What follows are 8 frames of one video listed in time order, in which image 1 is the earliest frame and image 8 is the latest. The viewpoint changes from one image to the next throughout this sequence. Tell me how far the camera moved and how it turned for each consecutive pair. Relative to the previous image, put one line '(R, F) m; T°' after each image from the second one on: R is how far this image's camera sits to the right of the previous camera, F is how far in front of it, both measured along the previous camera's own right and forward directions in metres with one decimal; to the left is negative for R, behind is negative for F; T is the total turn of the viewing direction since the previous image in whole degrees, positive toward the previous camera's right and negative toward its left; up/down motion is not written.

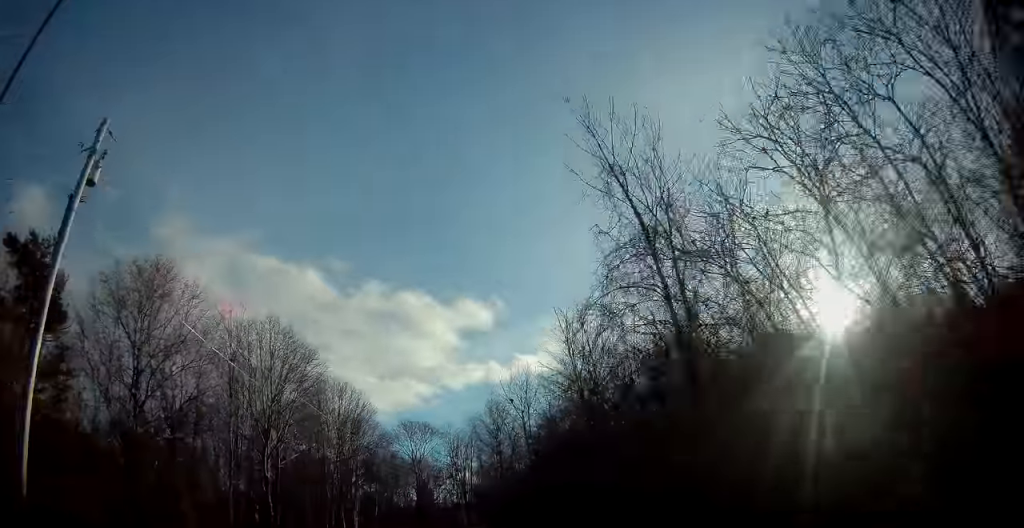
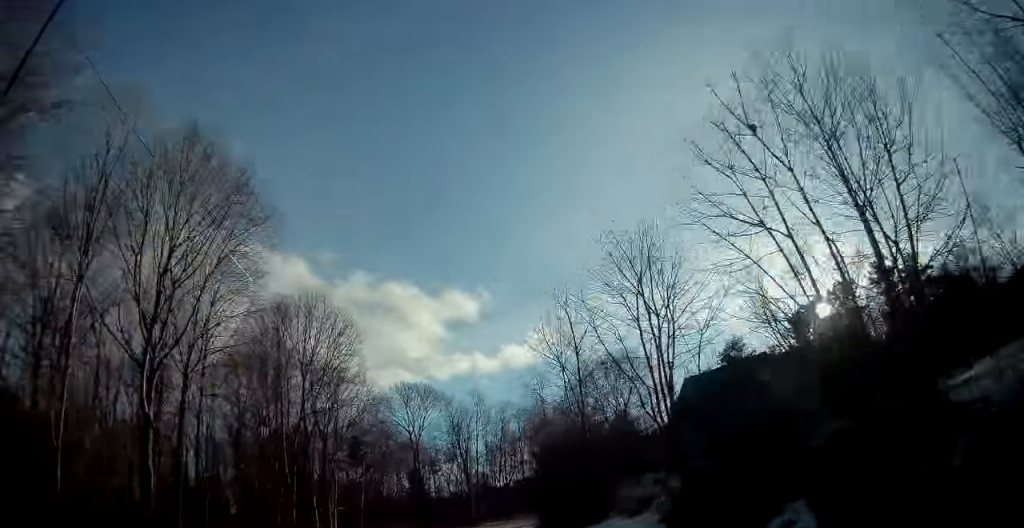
(+0.3, +18.3) m; +2°
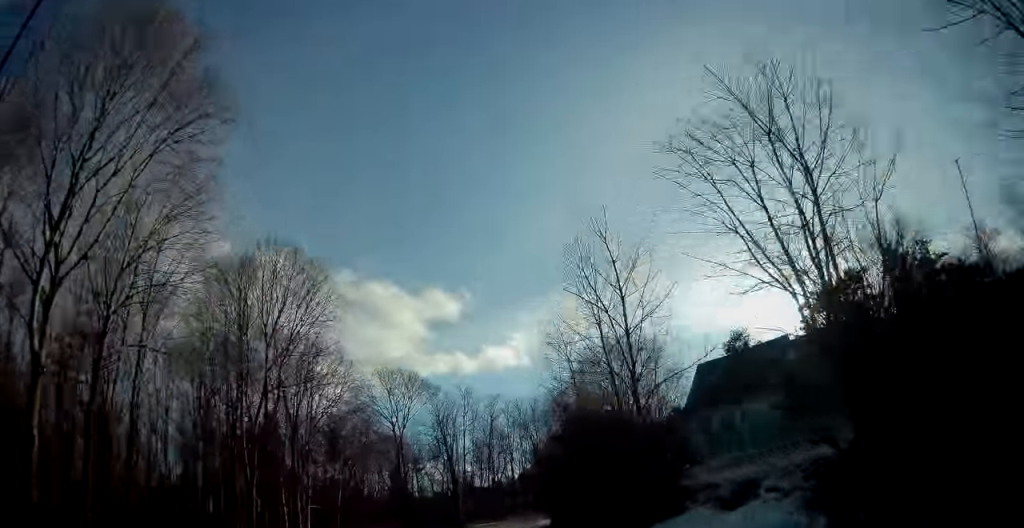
(0.0, +6.0) m; +2°
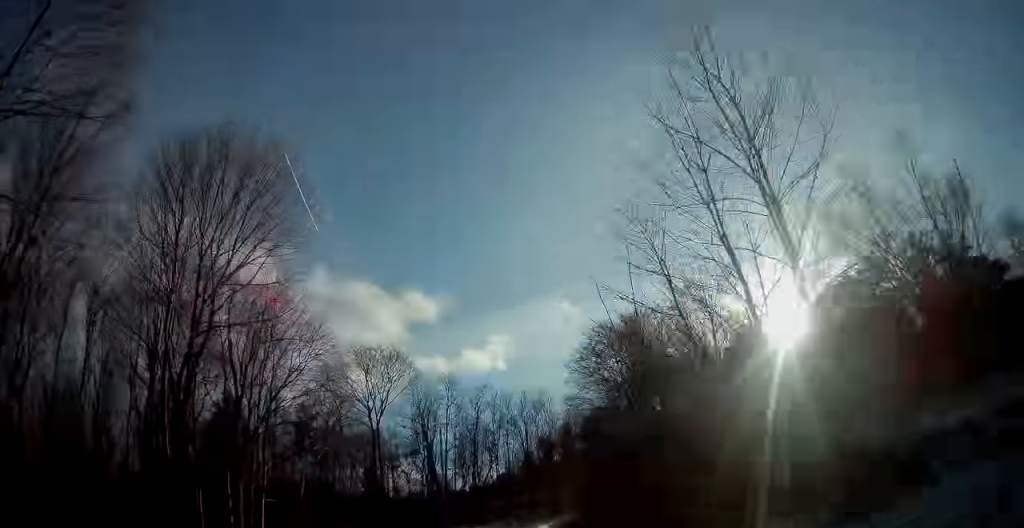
(-0.1, +7.8) m; +3°
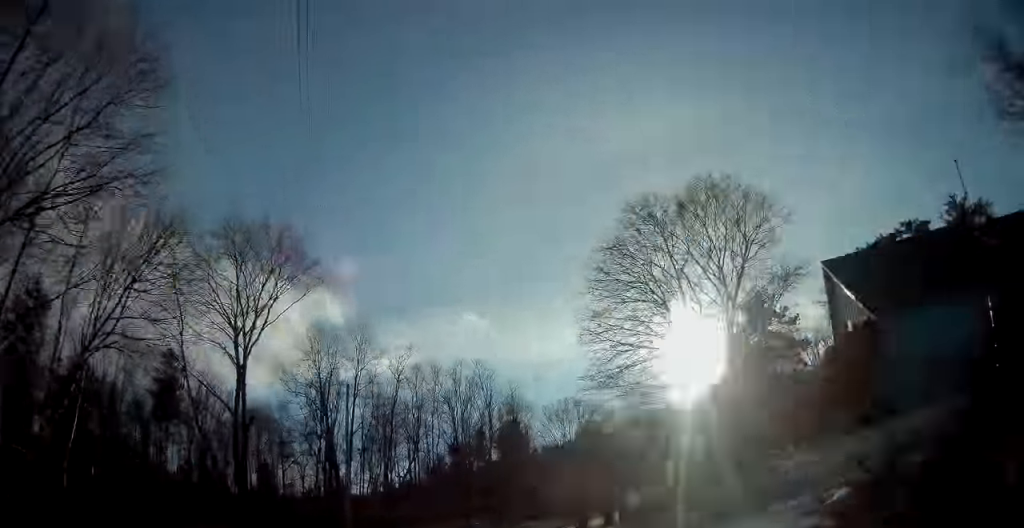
(+2.0, +20.2) m; +9°
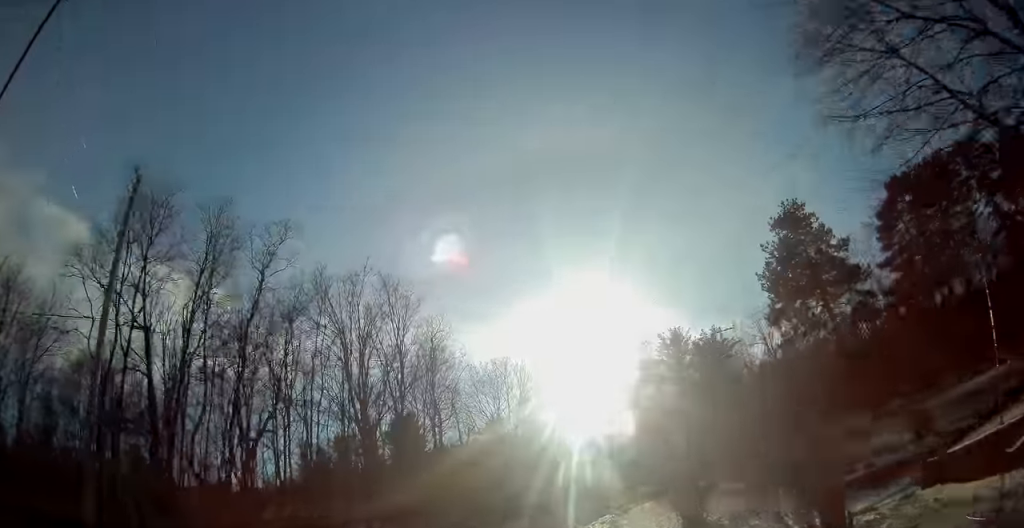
(+2.3, +22.3) m; +14°
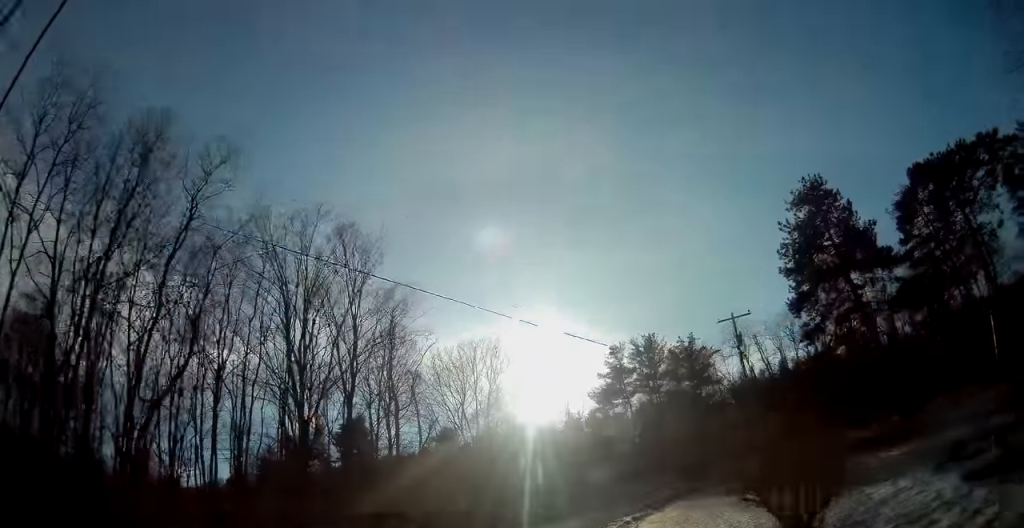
(+0.3, +7.2) m; +6°
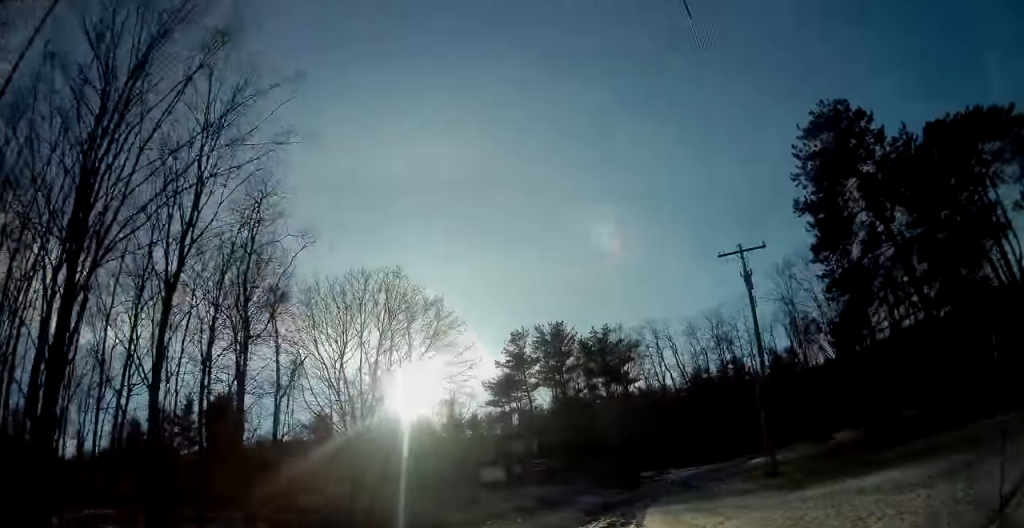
(+1.3, +12.5) m; +12°
